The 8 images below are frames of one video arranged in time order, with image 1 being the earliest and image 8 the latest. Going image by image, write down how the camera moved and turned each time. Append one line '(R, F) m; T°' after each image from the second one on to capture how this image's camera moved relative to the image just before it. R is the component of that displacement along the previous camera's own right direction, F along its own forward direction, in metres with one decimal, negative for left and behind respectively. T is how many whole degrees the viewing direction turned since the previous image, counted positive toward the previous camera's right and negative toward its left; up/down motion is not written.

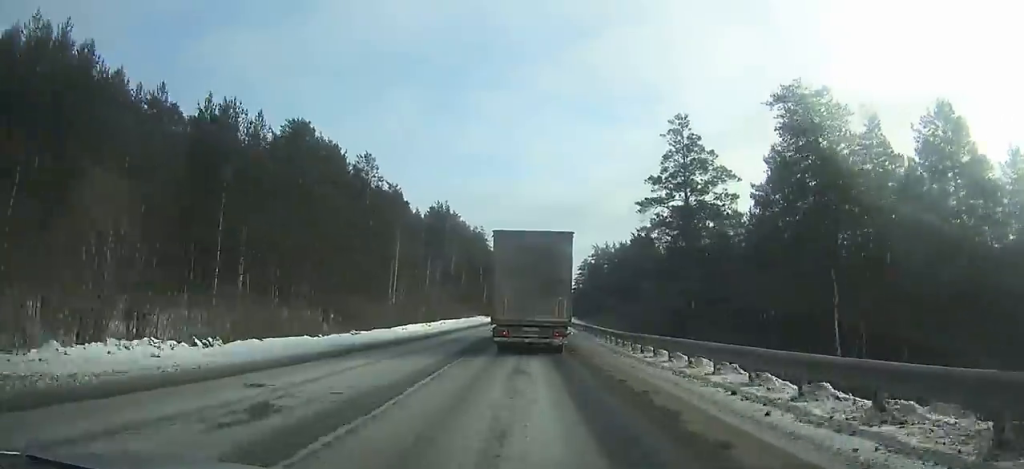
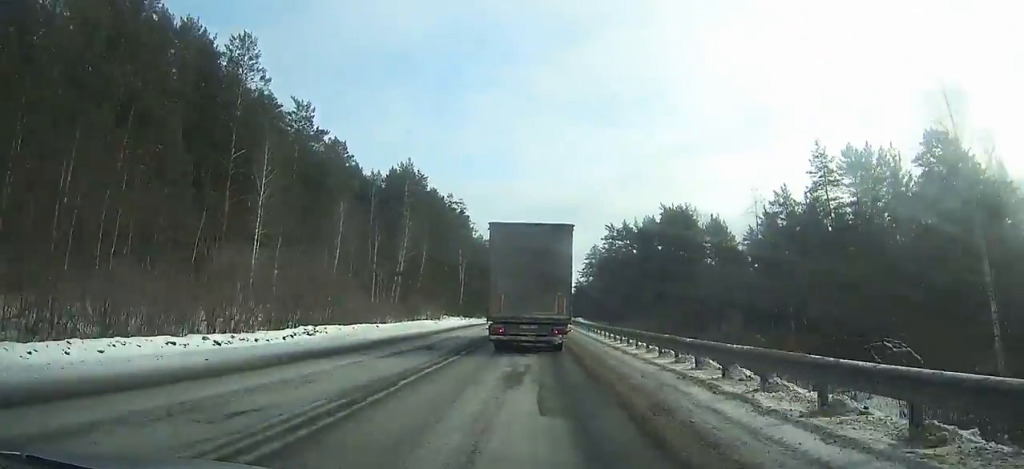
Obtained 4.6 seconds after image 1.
(+0.3, +42.3) m; +1°
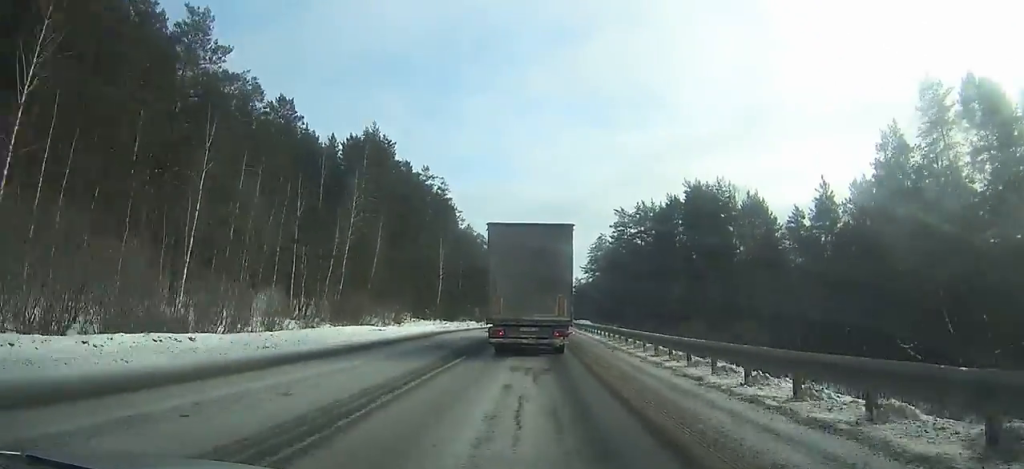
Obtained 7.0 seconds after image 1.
(+0.1, +22.6) m; +1°
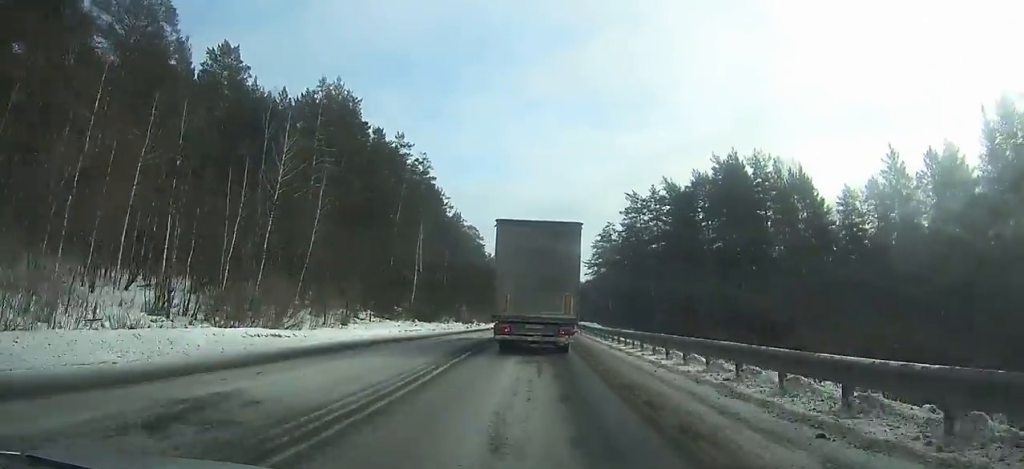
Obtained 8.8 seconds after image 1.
(+0.1, +17.1) m; 0°
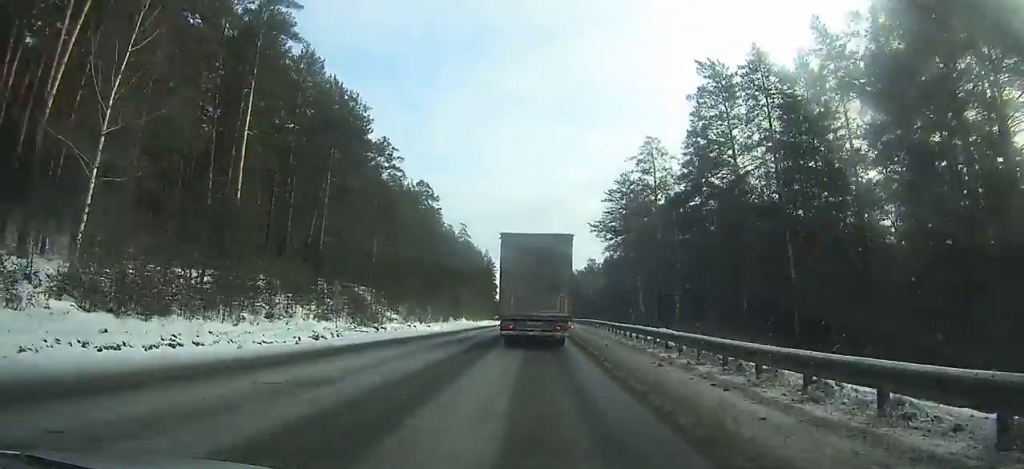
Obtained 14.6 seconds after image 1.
(+0.4, +56.3) m; +1°
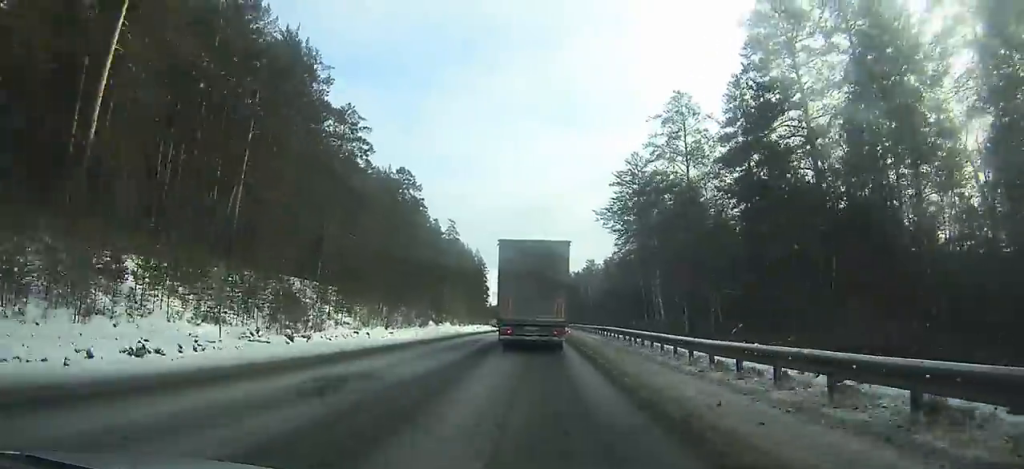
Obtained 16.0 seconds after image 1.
(0.0, +13.9) m; 0°
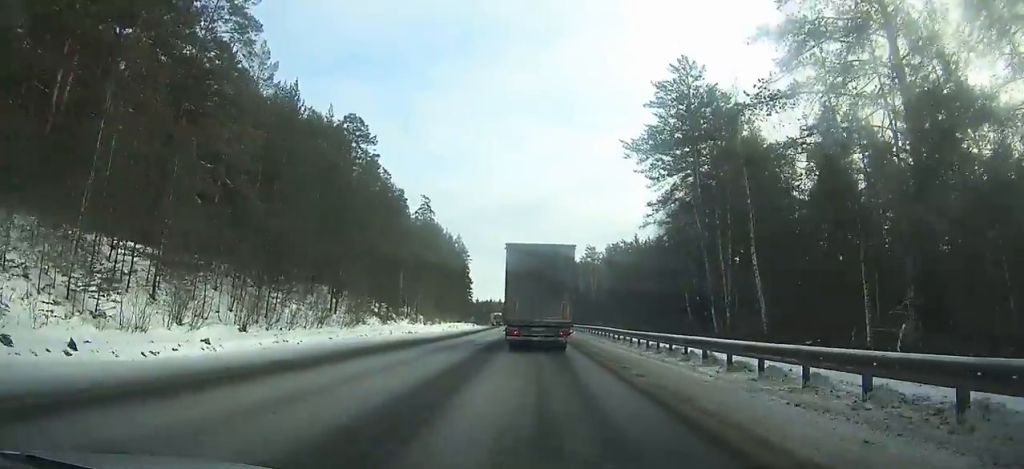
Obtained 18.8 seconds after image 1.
(+0.3, +28.7) m; +1°
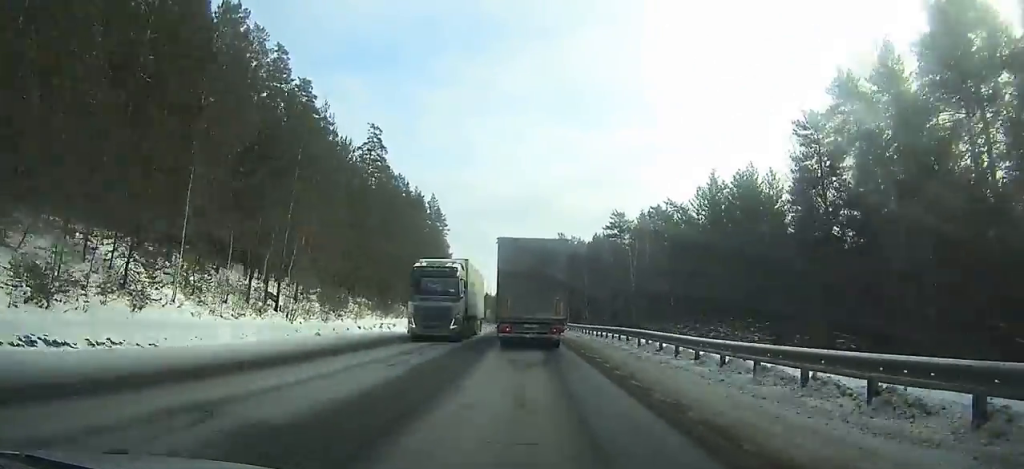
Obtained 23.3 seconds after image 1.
(-0.1, +47.9) m; -1°
